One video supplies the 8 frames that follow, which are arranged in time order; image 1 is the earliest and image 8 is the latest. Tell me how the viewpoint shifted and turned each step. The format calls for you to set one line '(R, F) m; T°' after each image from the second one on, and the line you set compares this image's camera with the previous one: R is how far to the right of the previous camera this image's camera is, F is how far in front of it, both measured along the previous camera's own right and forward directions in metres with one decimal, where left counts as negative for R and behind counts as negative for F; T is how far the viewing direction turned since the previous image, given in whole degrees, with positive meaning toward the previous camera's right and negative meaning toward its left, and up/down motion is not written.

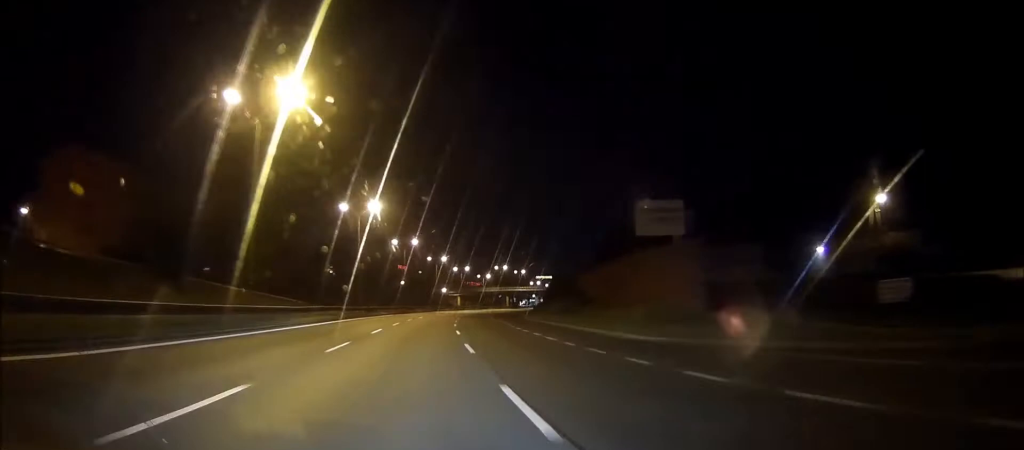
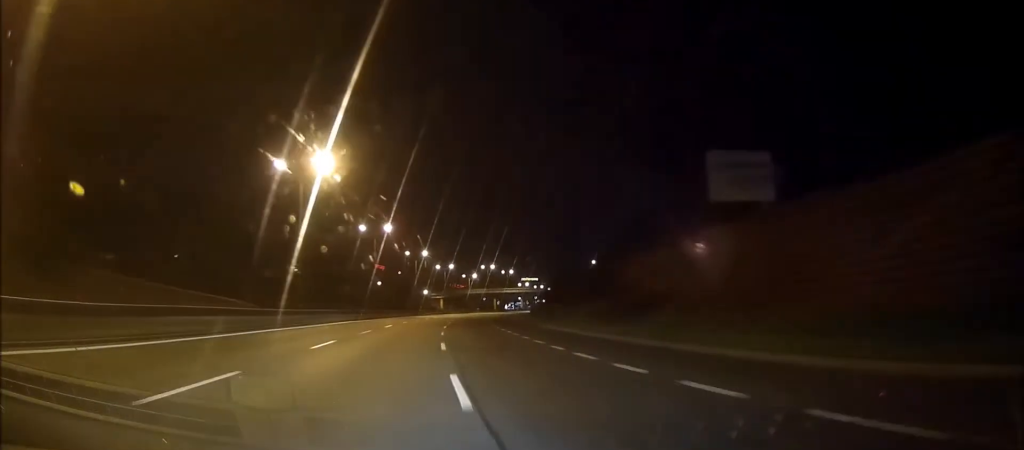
(+0.4, +21.3) m; +1°
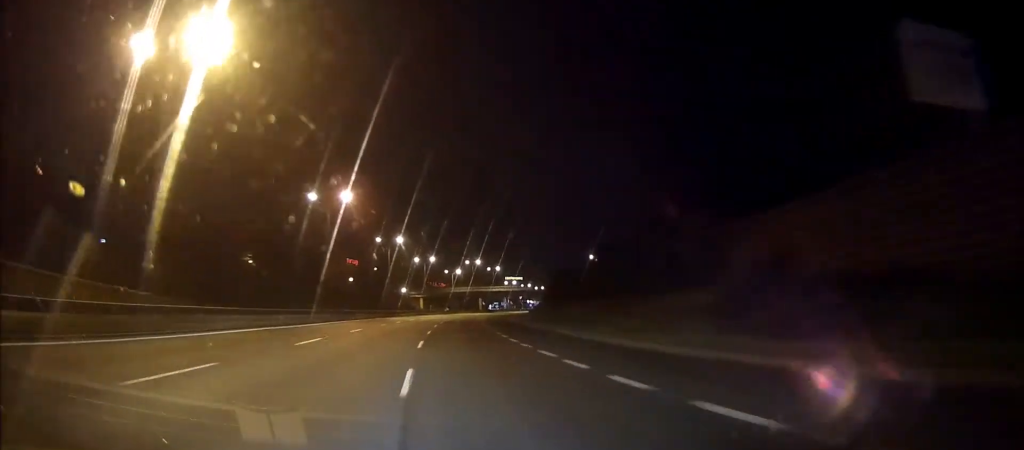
(+0.3, +22.3) m; +1°
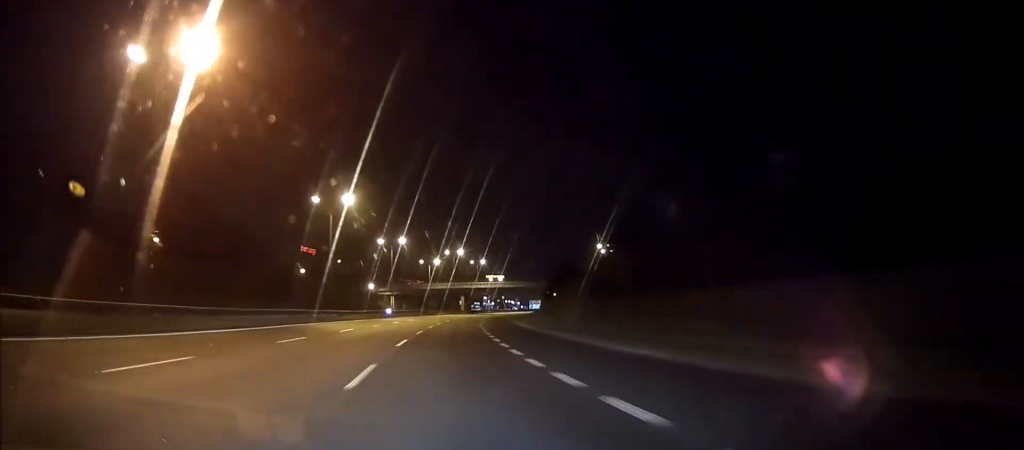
(+0.4, +33.8) m; +2°
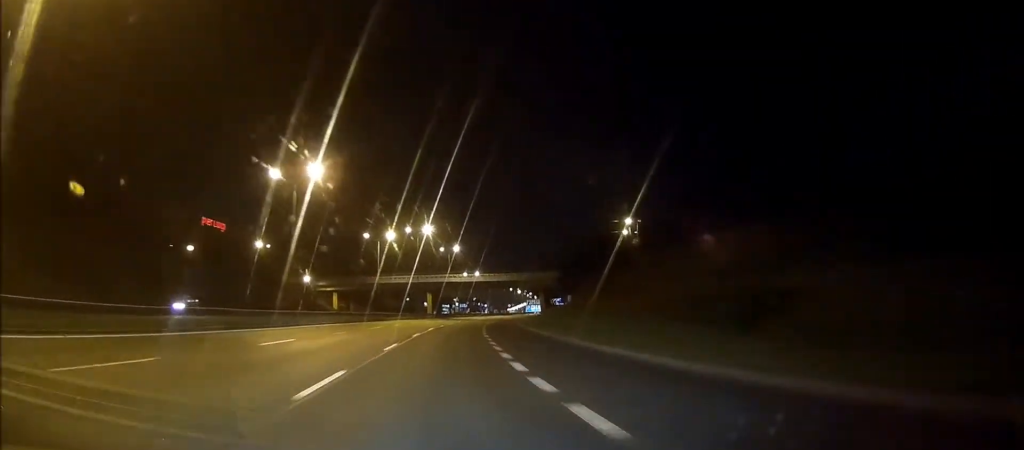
(+1.5, +48.2) m; +3°
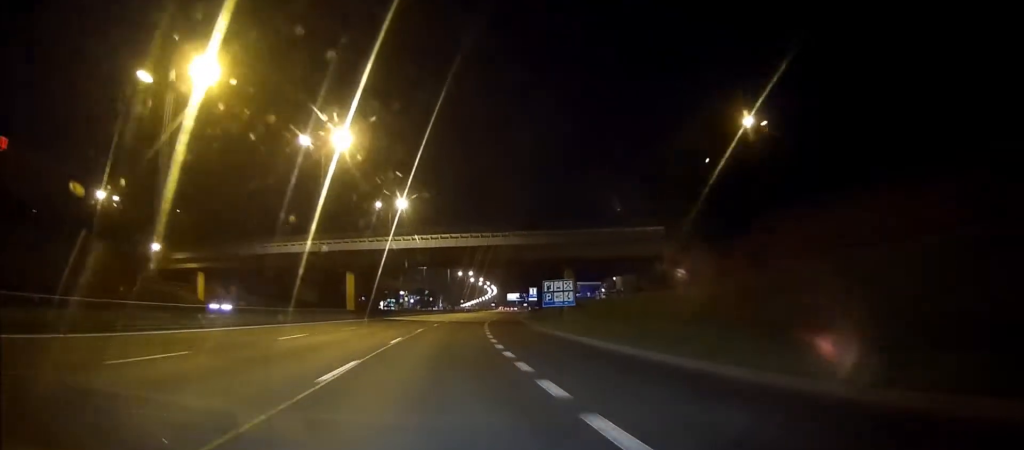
(+1.9, +56.5) m; +4°
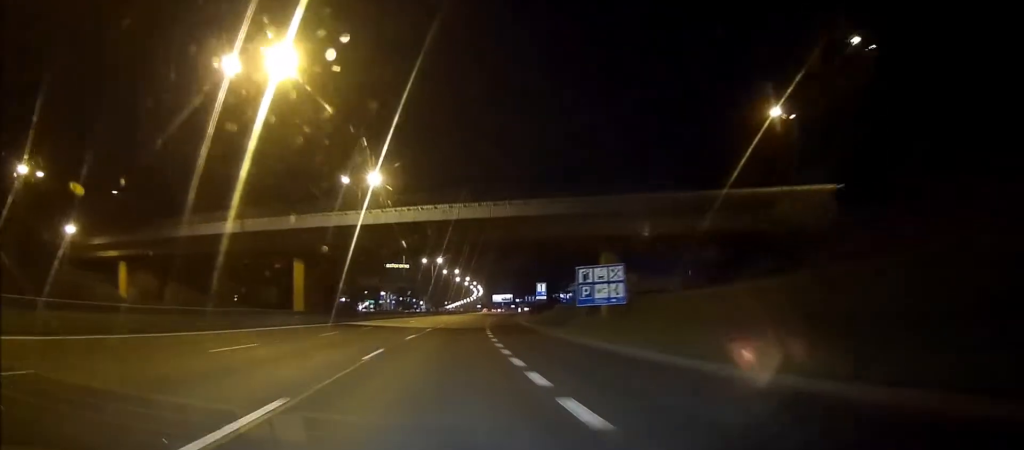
(+0.2, +18.2) m; +1°
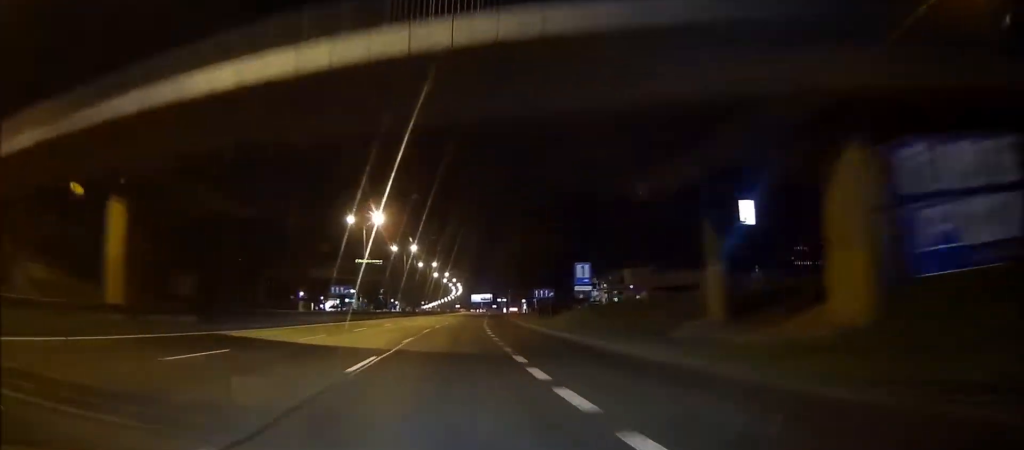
(+0.3, +26.9) m; +1°
